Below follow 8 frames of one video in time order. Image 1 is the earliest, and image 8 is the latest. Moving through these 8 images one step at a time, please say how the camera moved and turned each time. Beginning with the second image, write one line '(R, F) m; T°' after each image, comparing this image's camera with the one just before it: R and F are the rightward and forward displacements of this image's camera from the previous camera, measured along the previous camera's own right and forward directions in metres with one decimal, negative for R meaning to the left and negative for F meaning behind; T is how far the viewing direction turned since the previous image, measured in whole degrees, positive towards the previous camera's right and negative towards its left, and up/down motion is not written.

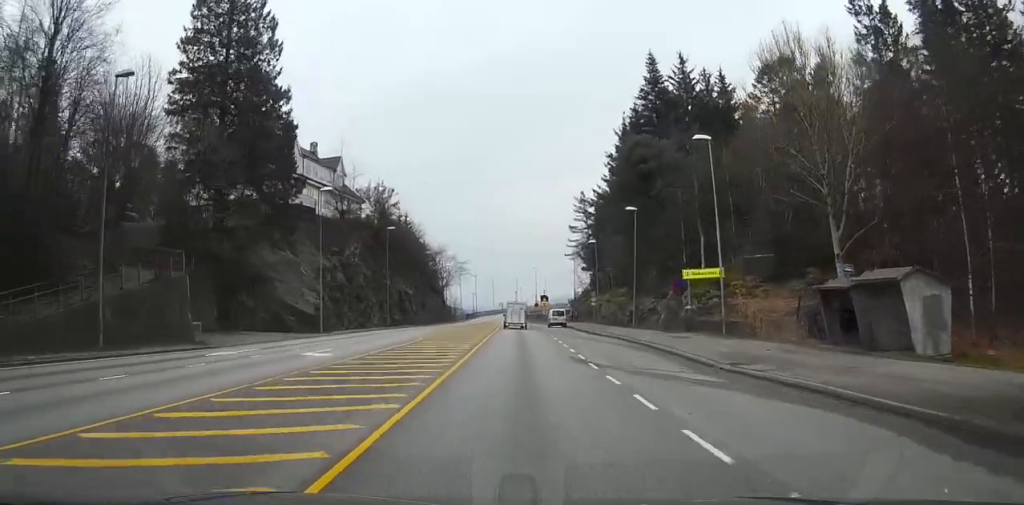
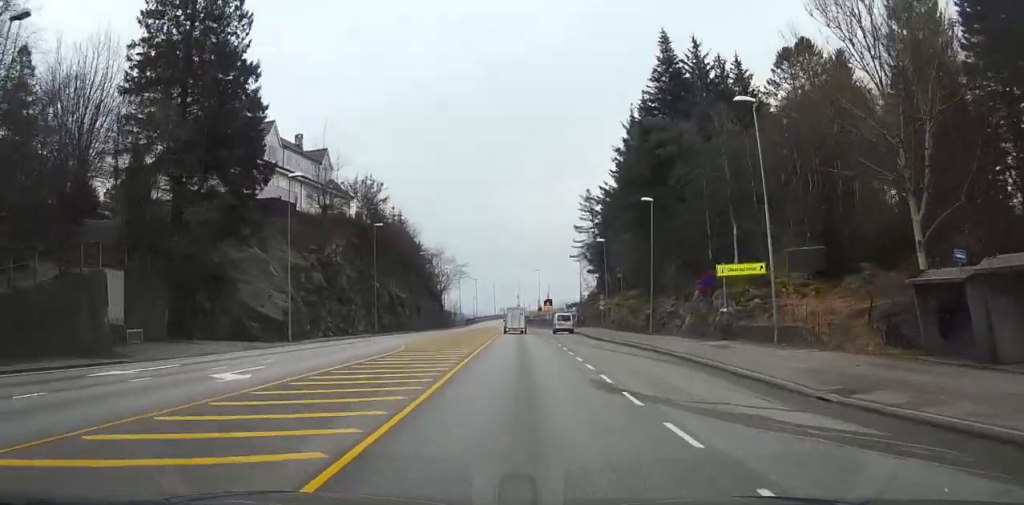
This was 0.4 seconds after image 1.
(0.0, +6.8) m; 0°
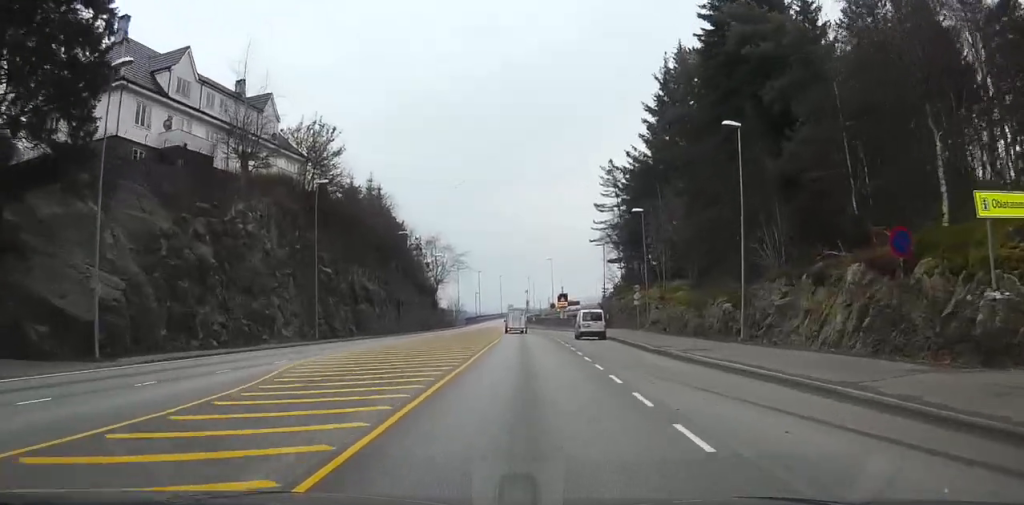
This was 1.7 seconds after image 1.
(0.0, +19.9) m; +1°
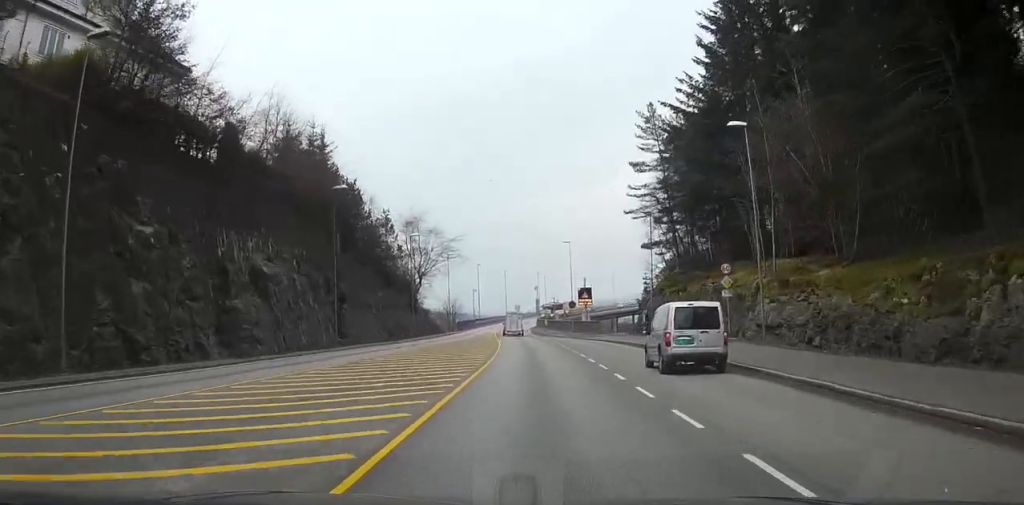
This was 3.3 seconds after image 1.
(+0.4, +24.9) m; +2°
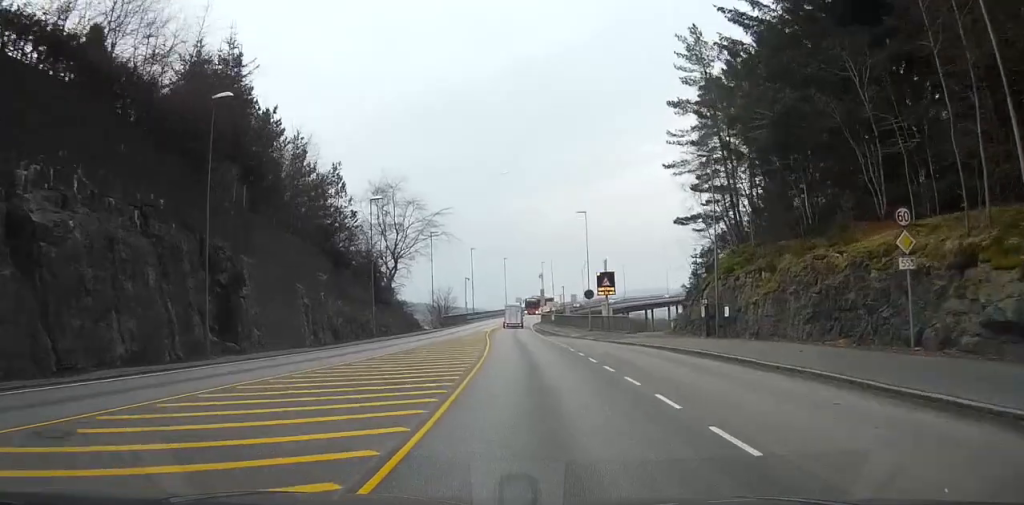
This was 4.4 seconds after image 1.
(+0.2, +17.0) m; +3°
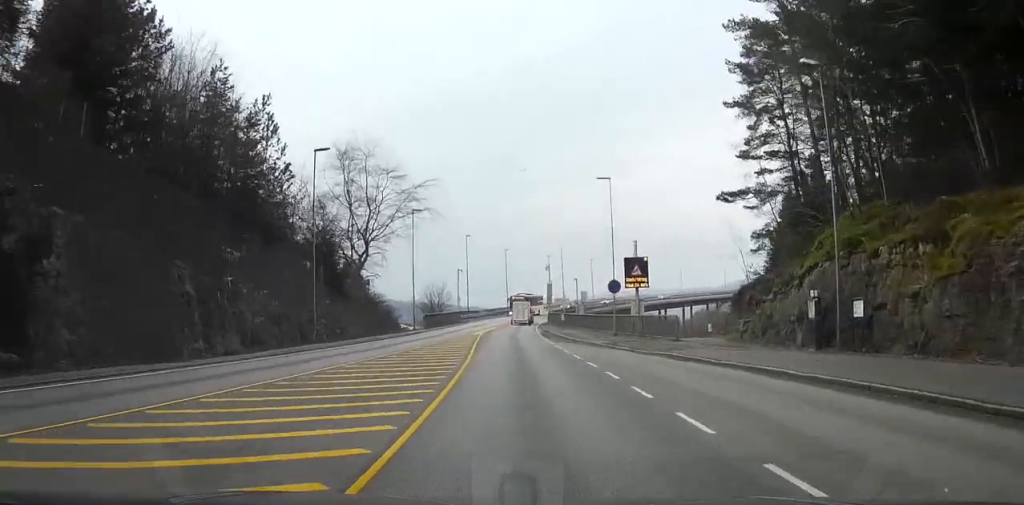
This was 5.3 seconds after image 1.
(+0.6, +13.3) m; 0°
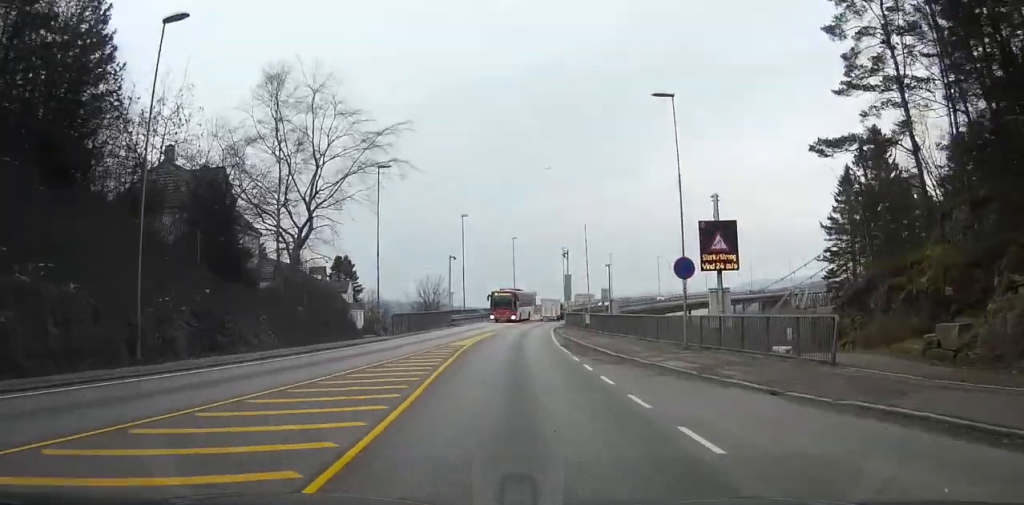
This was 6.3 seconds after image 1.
(-0.8, +15.9) m; -3°
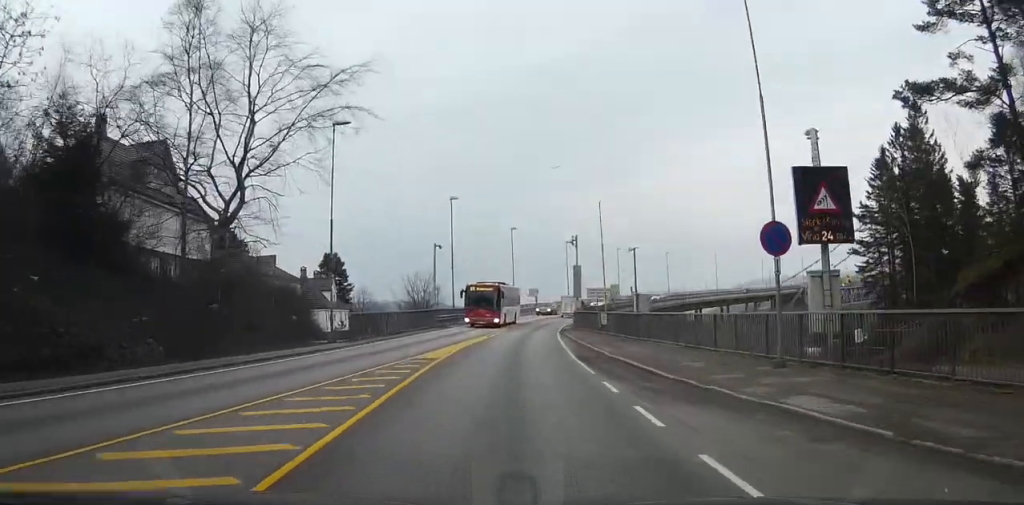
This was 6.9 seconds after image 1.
(-0.1, +9.3) m; 0°
